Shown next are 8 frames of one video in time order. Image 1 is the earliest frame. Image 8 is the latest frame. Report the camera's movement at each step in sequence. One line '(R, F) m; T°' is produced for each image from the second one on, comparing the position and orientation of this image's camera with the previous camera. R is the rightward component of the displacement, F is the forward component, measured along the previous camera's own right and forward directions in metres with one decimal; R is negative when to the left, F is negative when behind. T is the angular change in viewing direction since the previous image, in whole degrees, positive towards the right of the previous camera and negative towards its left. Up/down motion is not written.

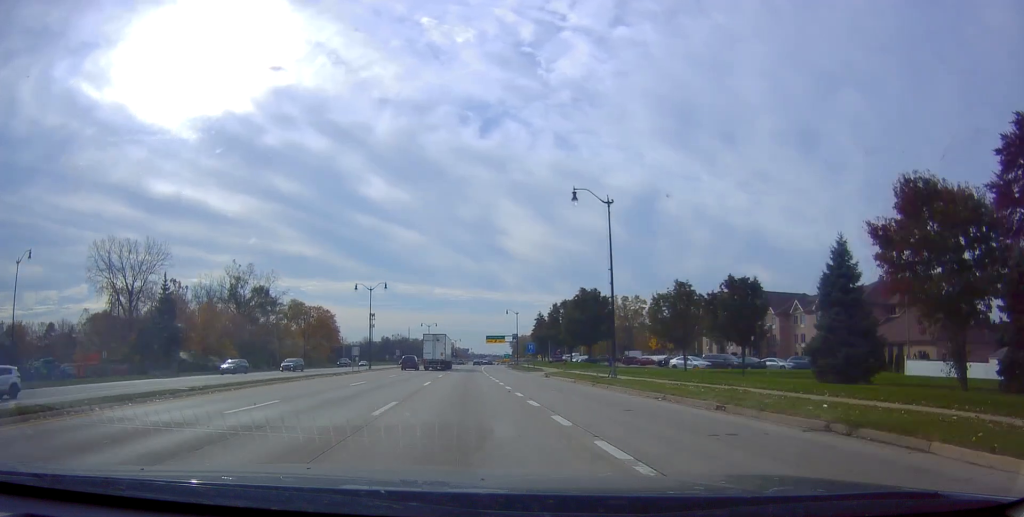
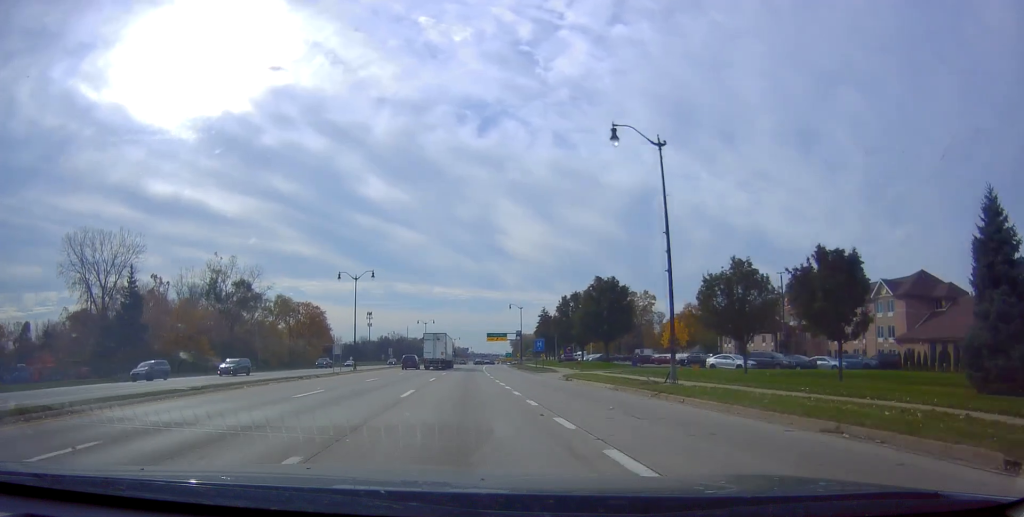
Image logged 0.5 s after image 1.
(-0.1, +9.5) m; 0°
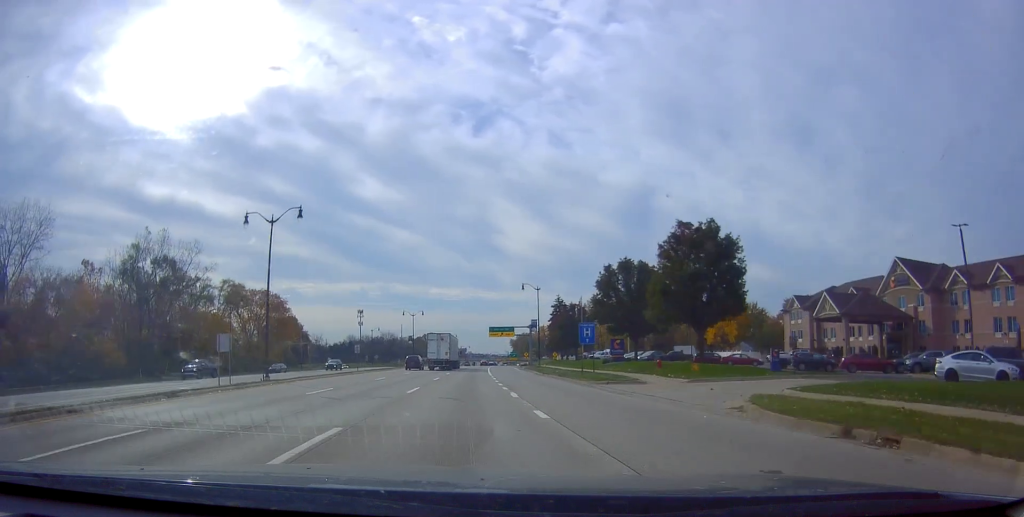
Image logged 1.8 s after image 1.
(-0.3, +27.9) m; -1°
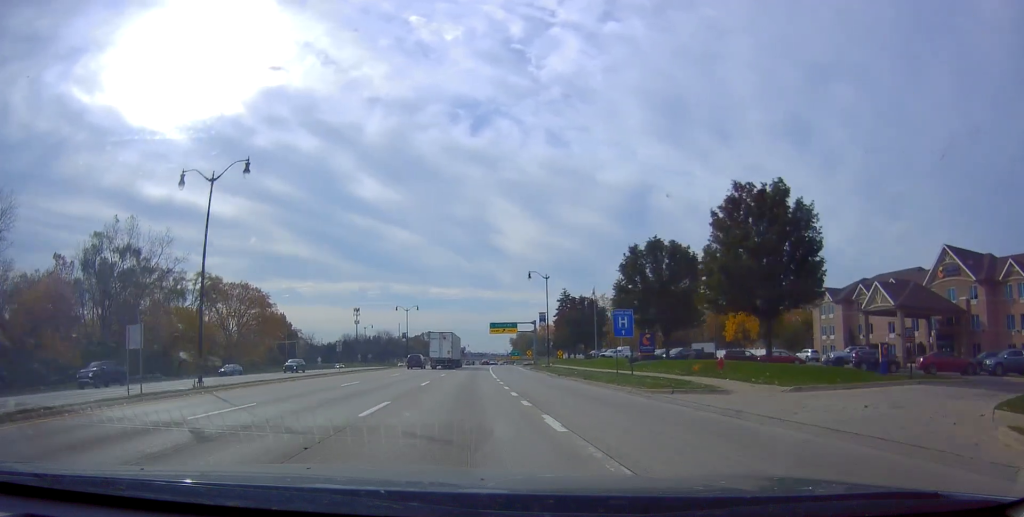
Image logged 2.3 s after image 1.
(0.0, +9.5) m; 0°
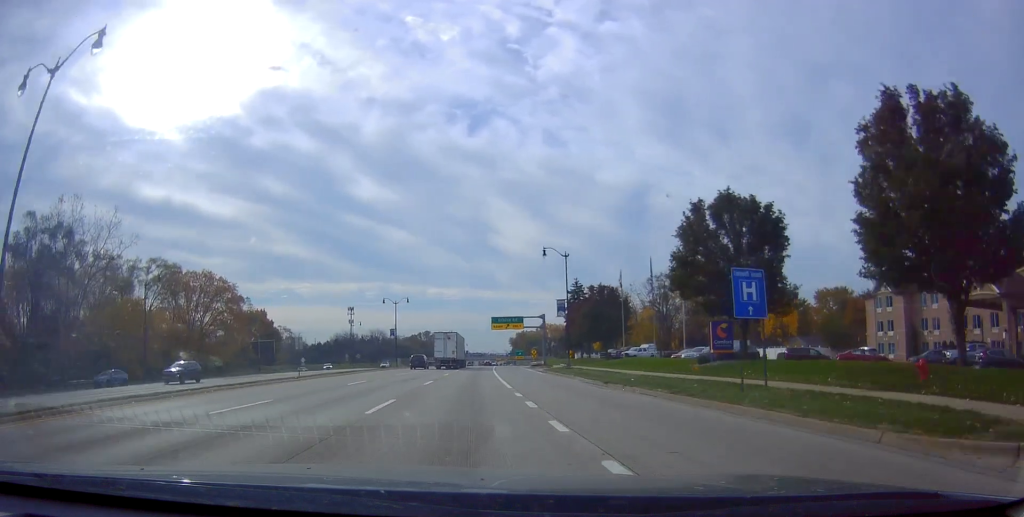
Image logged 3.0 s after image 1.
(-0.1, +14.3) m; +1°
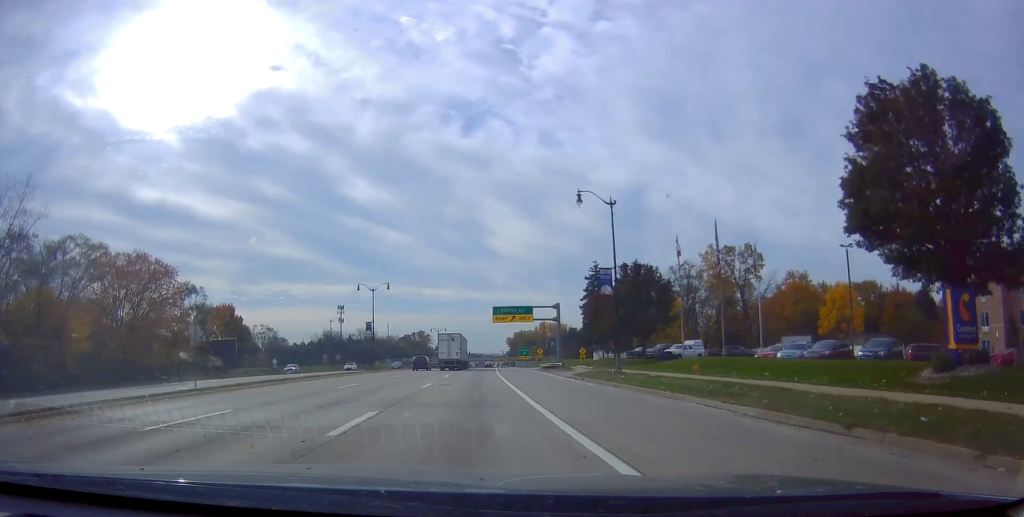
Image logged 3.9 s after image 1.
(+0.3, +18.3) m; +1°
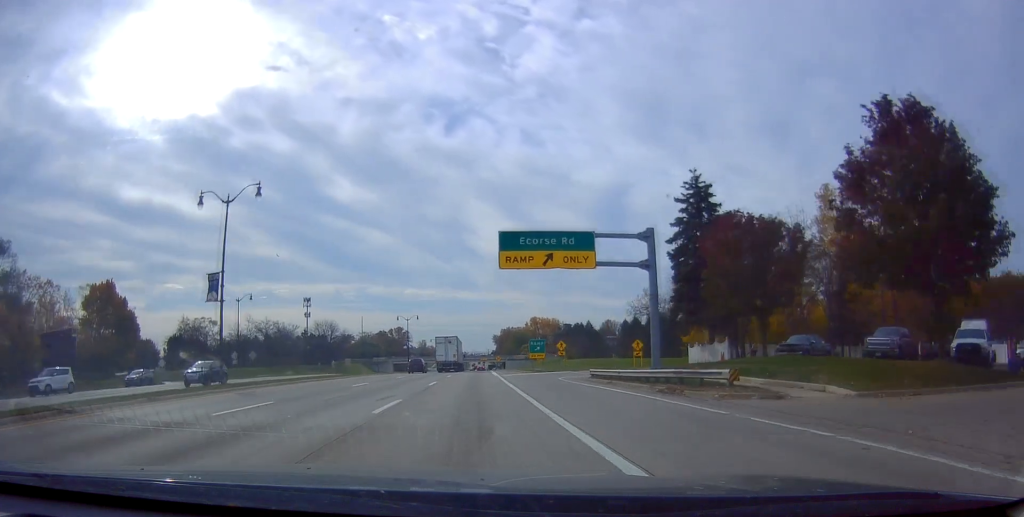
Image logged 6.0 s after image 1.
(+0.9, +42.3) m; +1°
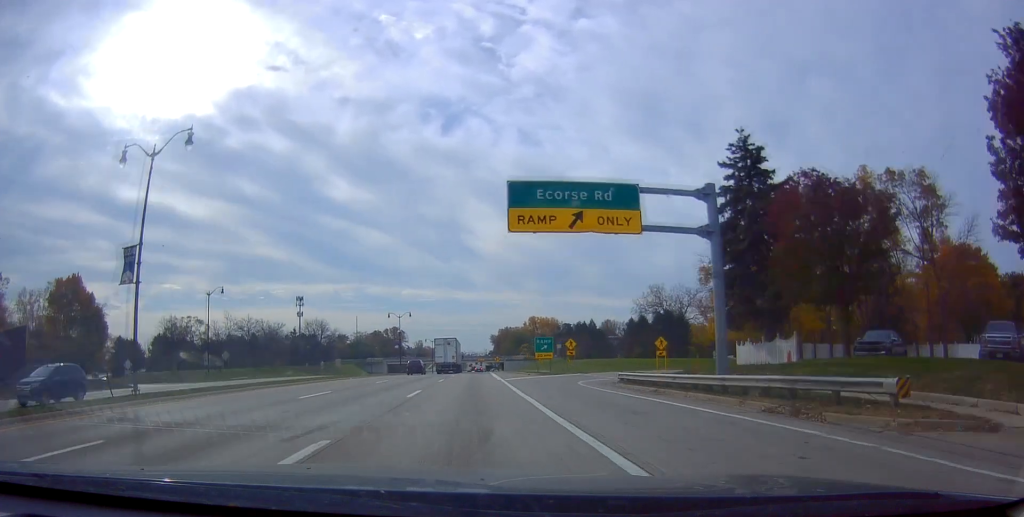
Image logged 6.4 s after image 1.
(-0.1, +8.8) m; 0°
